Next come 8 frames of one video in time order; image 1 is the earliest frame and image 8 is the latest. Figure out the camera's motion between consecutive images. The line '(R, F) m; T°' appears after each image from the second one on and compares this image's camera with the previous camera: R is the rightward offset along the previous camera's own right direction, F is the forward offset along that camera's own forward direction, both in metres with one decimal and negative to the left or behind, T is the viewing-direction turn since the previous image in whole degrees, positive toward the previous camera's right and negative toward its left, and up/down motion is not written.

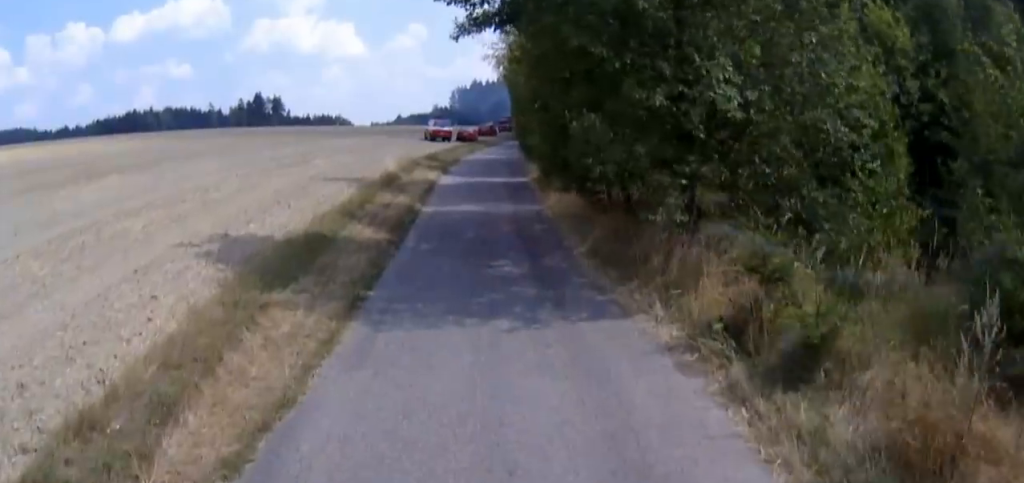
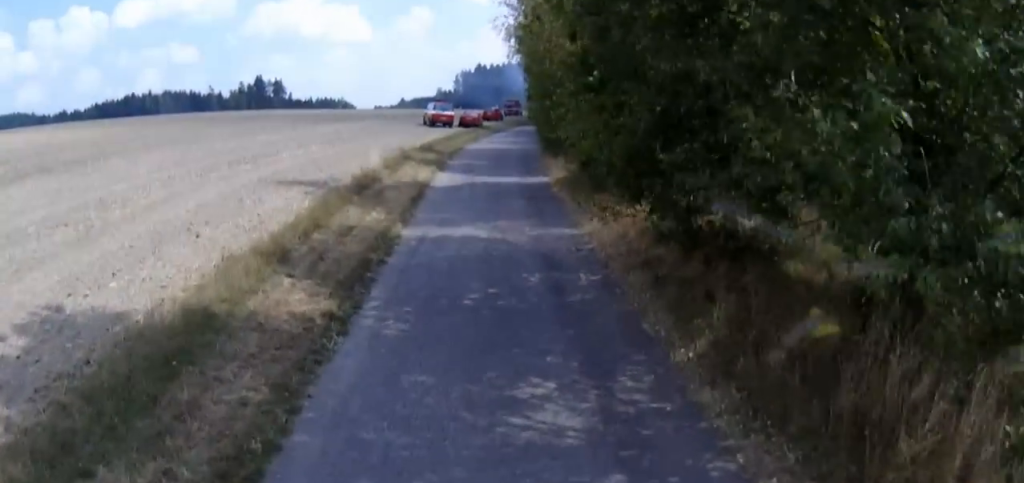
(-0.3, +11.6) m; -1°
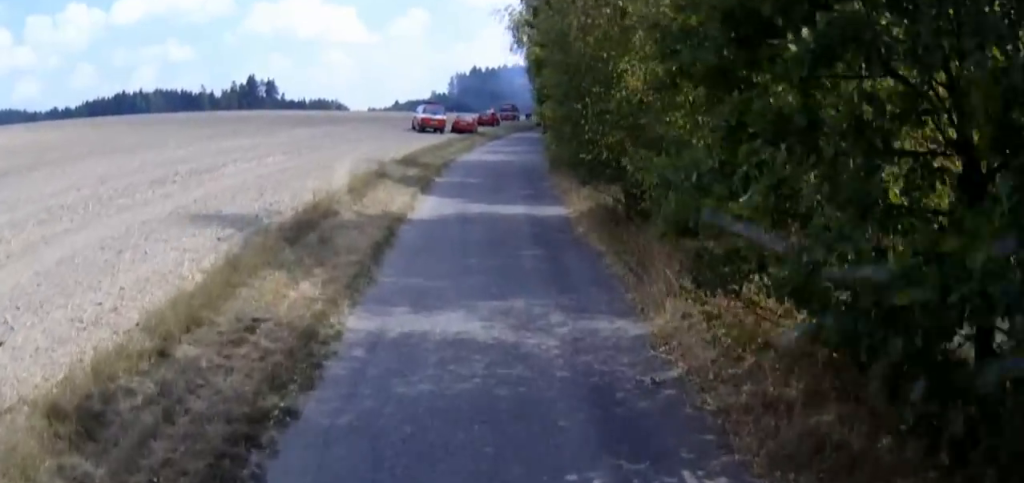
(-0.1, +10.1) m; 0°
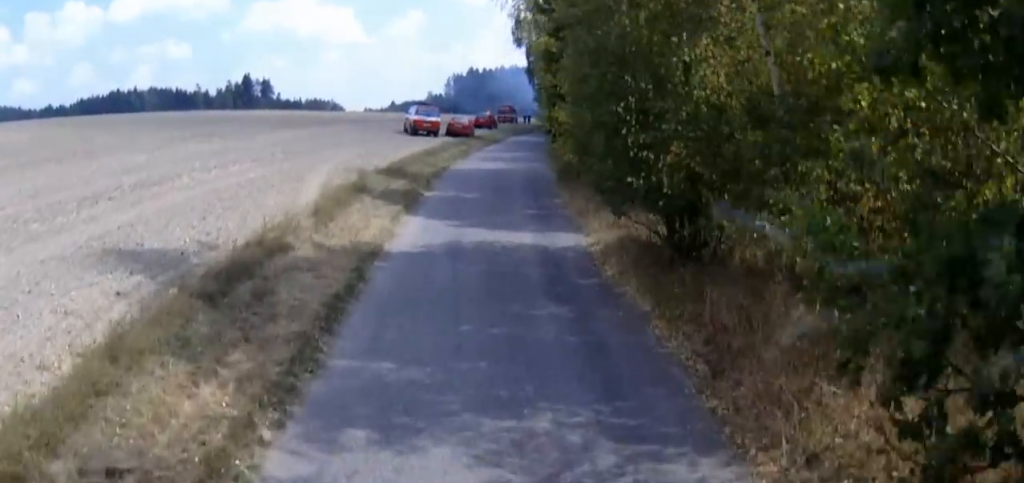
(+0.1, +6.0) m; 0°
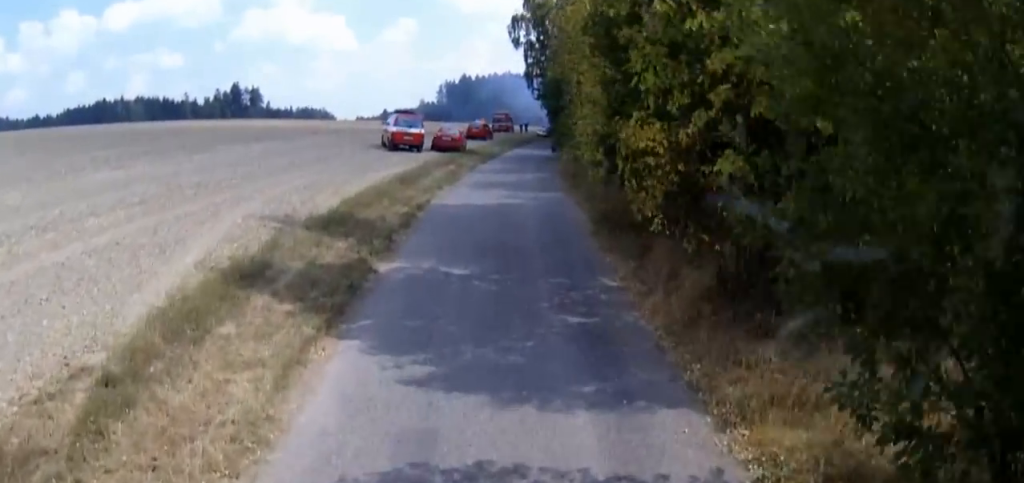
(+0.1, +13.9) m; 0°
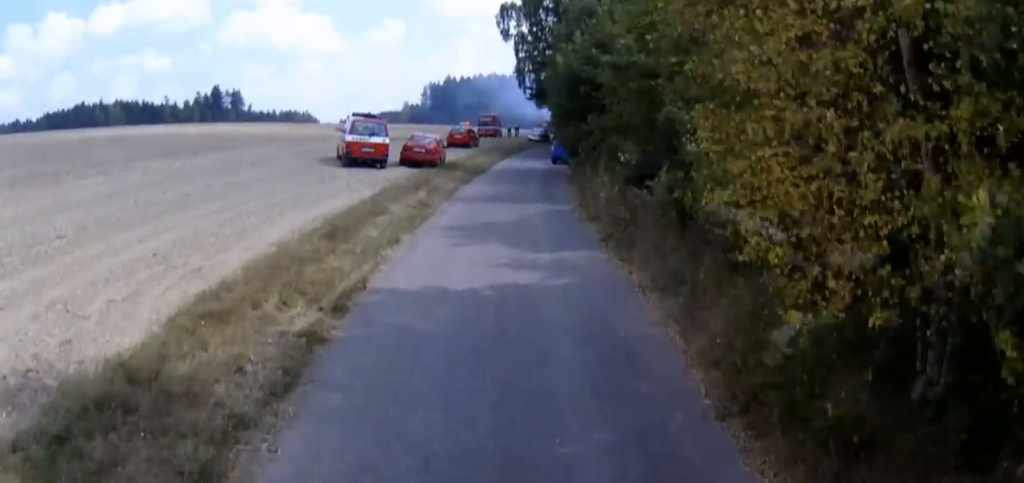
(0.0, +14.3) m; +1°
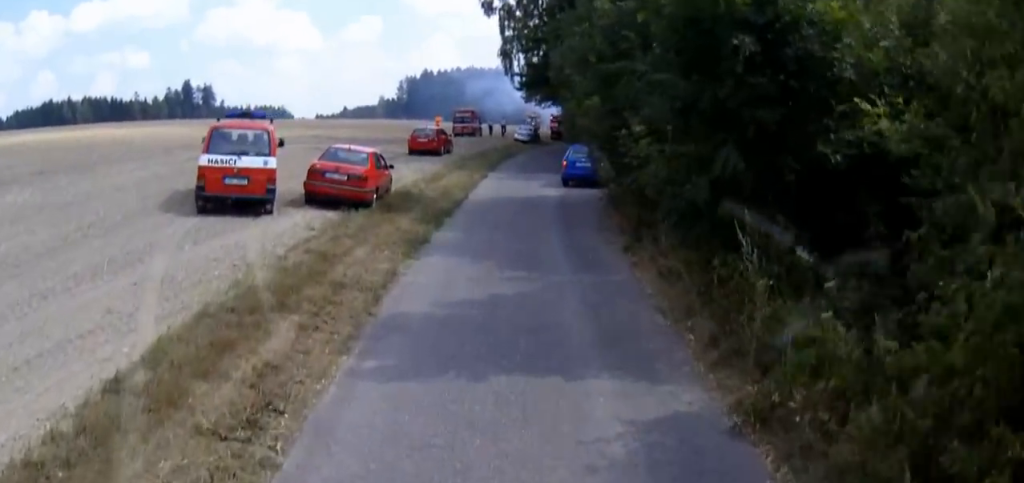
(+0.4, +20.5) m; +1°
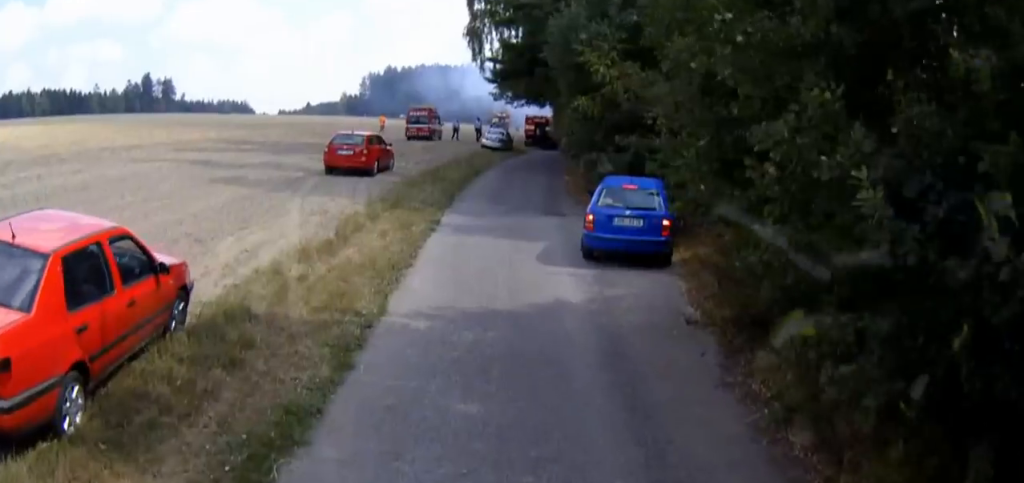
(-0.4, +17.6) m; -1°
